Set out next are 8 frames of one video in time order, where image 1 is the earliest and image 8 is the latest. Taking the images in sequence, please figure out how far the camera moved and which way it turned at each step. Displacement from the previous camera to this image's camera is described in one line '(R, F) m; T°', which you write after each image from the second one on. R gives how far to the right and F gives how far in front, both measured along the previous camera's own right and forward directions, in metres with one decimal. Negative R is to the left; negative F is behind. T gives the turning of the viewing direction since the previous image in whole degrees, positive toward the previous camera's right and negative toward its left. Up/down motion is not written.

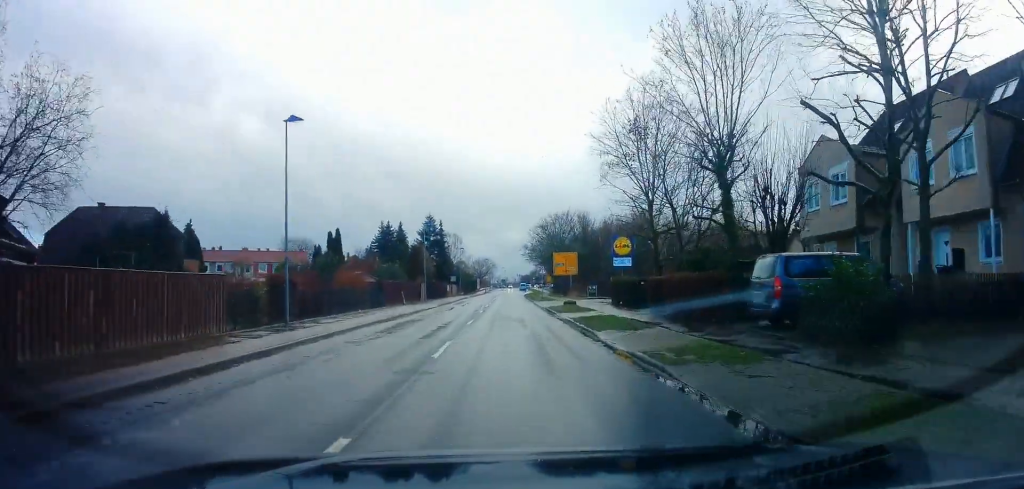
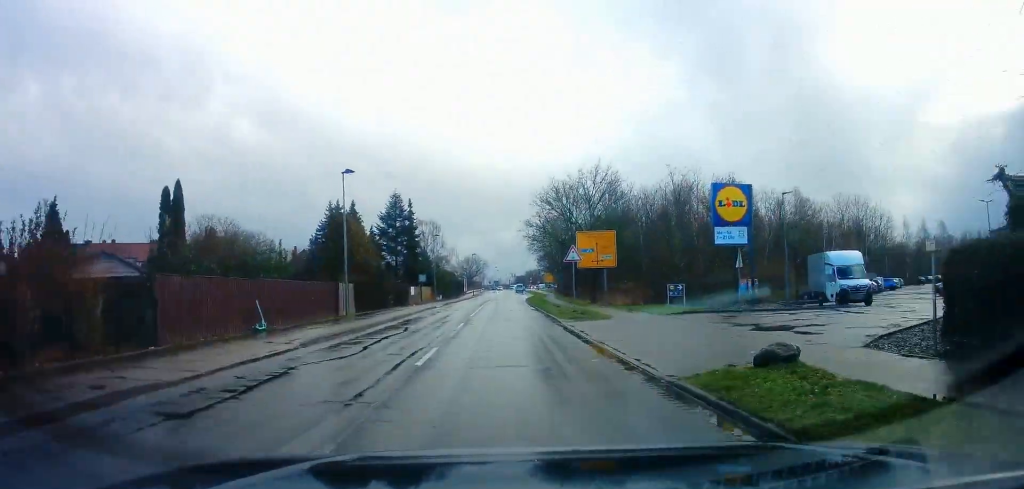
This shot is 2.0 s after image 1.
(+0.8, +27.2) m; +3°
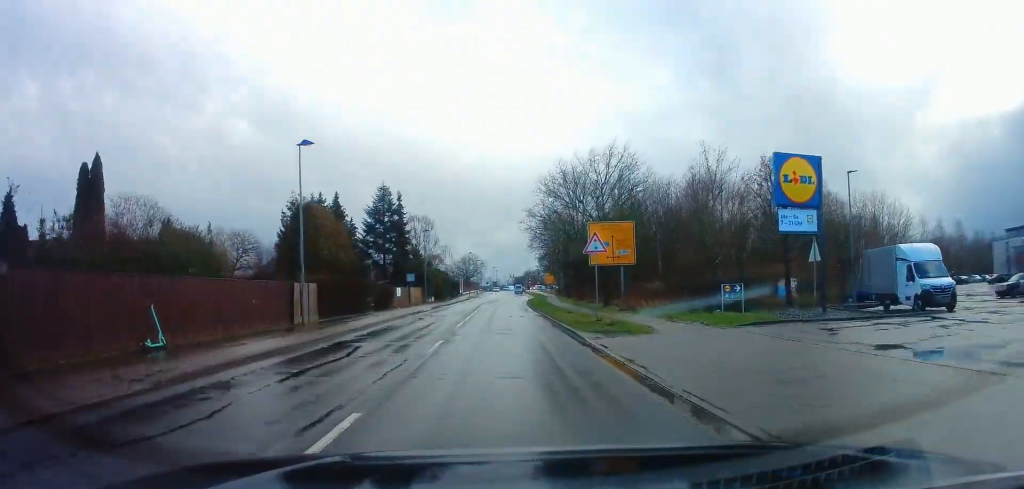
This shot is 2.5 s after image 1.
(-0.1, +6.7) m; 0°
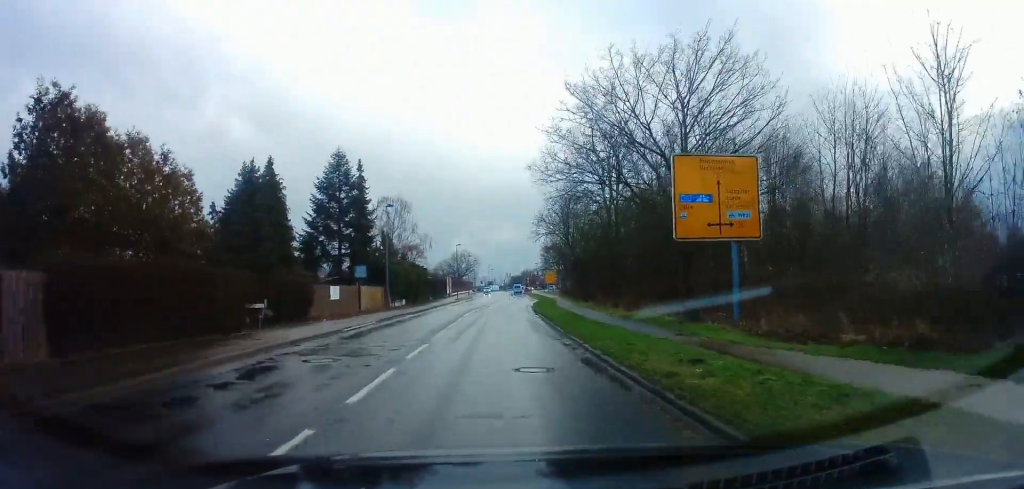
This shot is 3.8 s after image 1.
(-0.2, +18.5) m; 0°
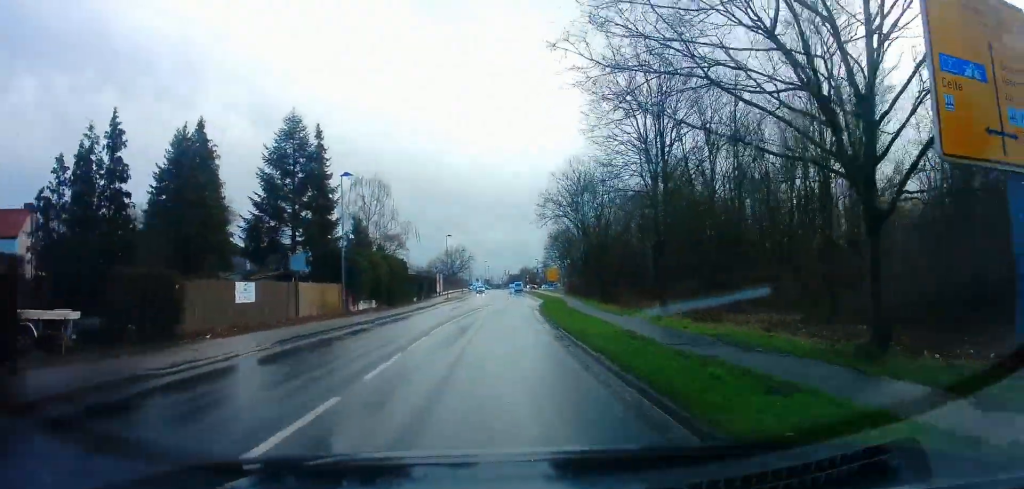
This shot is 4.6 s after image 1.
(+0.1, +11.7) m; +1°
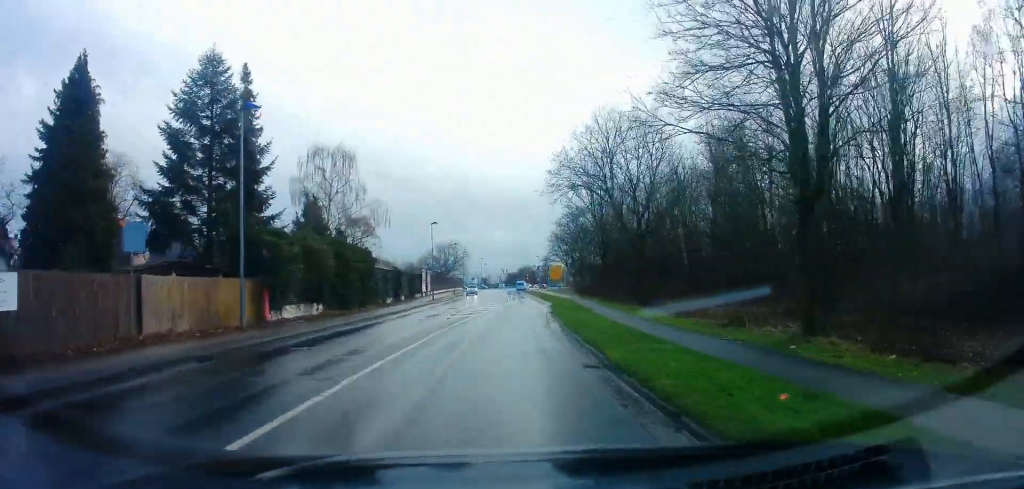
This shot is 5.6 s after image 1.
(+0.1, +12.9) m; +2°
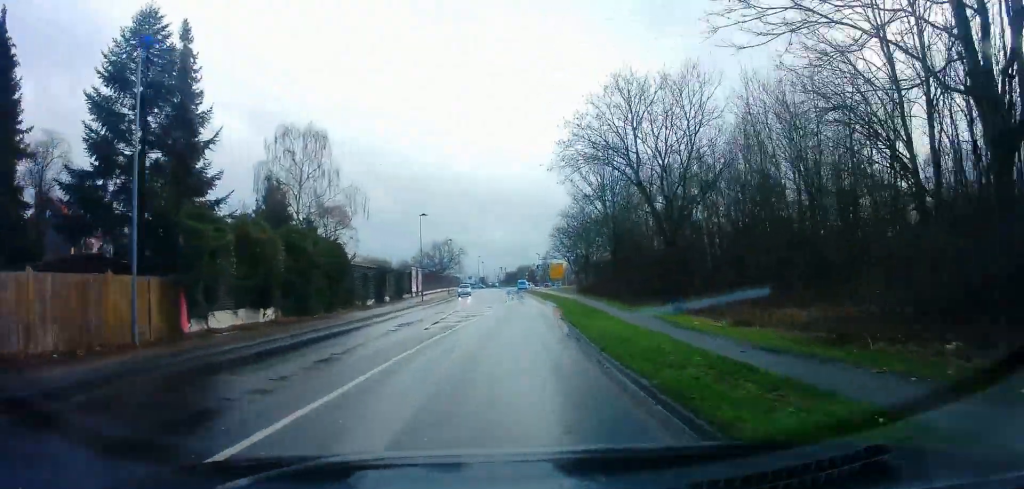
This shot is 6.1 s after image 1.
(-0.1, +6.5) m; +1°
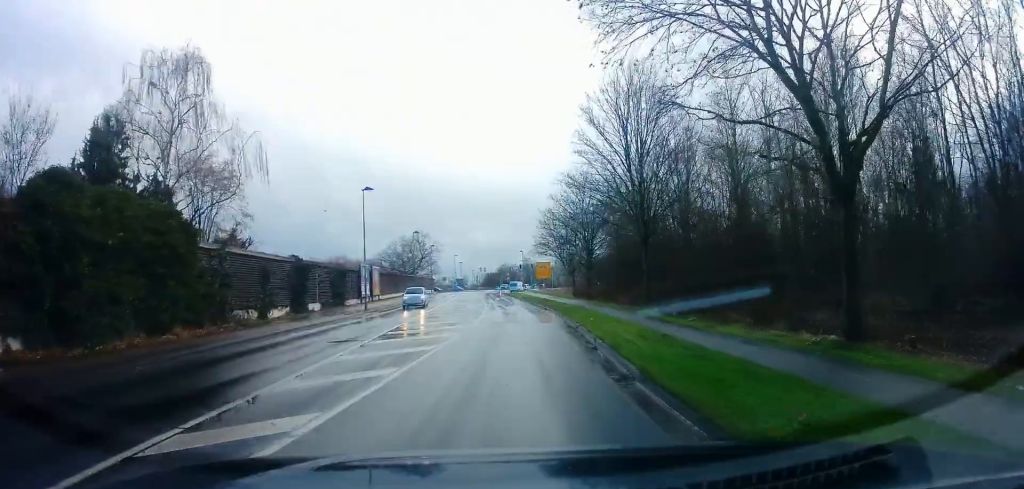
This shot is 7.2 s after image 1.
(+0.5, +15.1) m; +1°
